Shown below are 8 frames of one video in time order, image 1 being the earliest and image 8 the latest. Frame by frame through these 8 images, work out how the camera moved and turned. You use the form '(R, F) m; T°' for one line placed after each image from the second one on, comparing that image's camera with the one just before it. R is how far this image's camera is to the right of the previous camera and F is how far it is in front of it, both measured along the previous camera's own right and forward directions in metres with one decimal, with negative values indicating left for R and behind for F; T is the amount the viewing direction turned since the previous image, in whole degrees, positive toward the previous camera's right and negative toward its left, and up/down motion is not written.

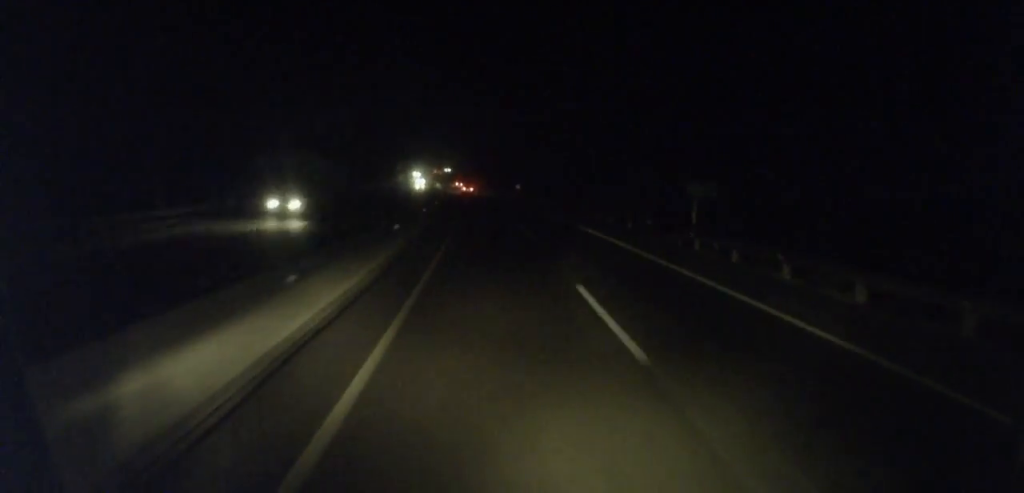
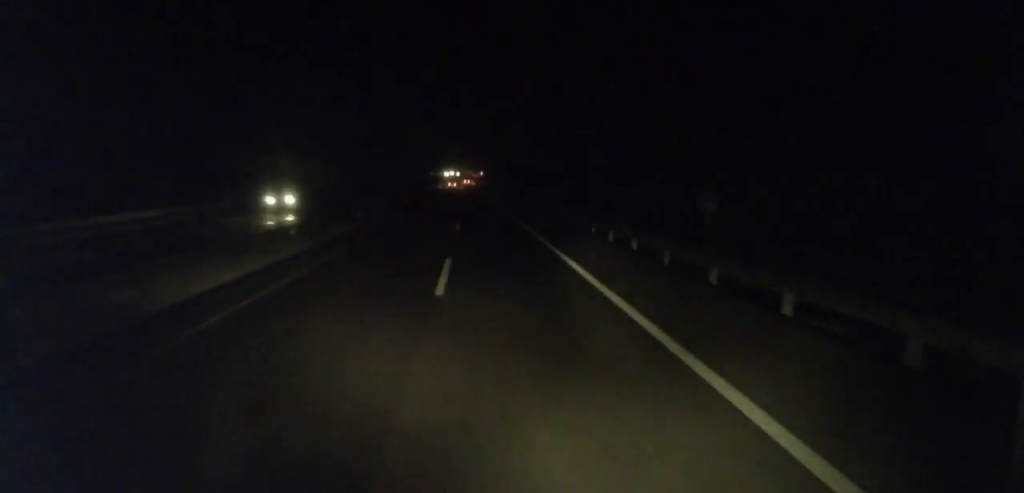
(-2.6, +97.2) m; -1°
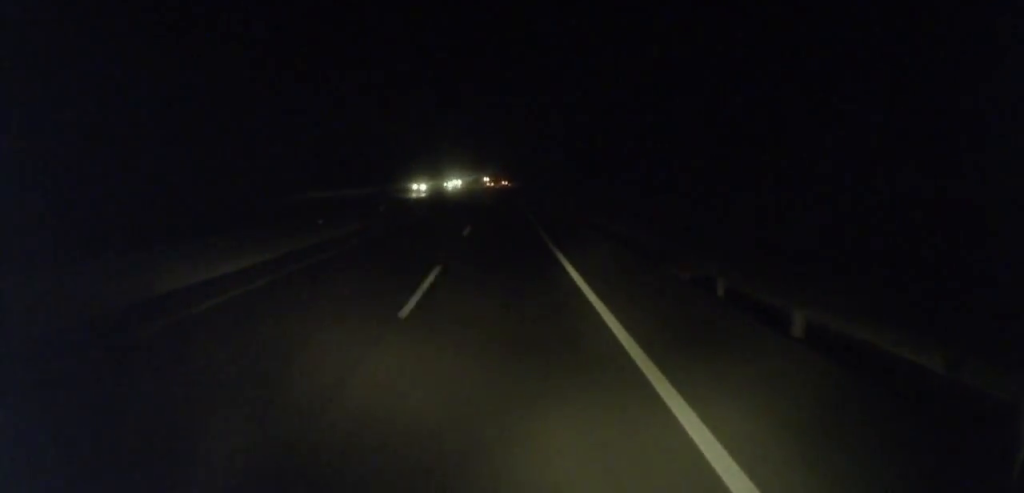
(+0.2, +103.0) m; -2°
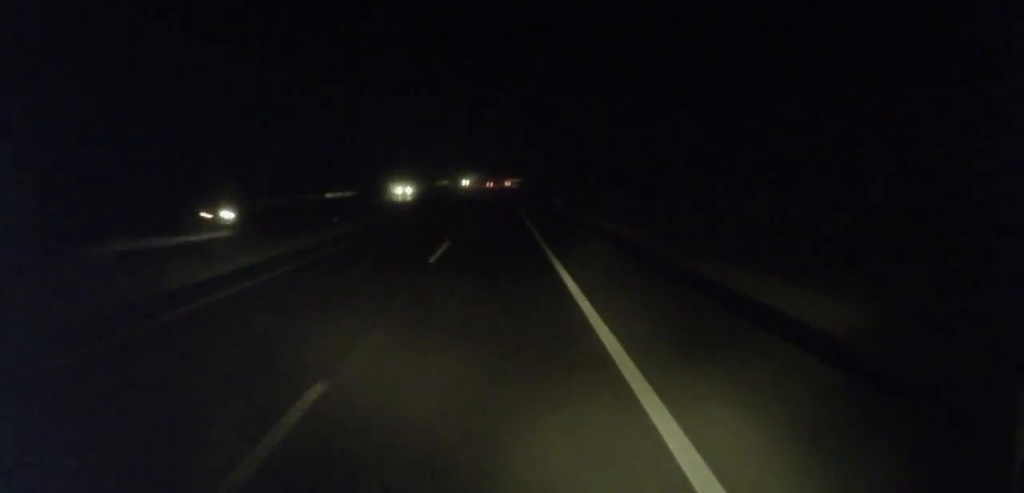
(-0.8, +43.5) m; -1°
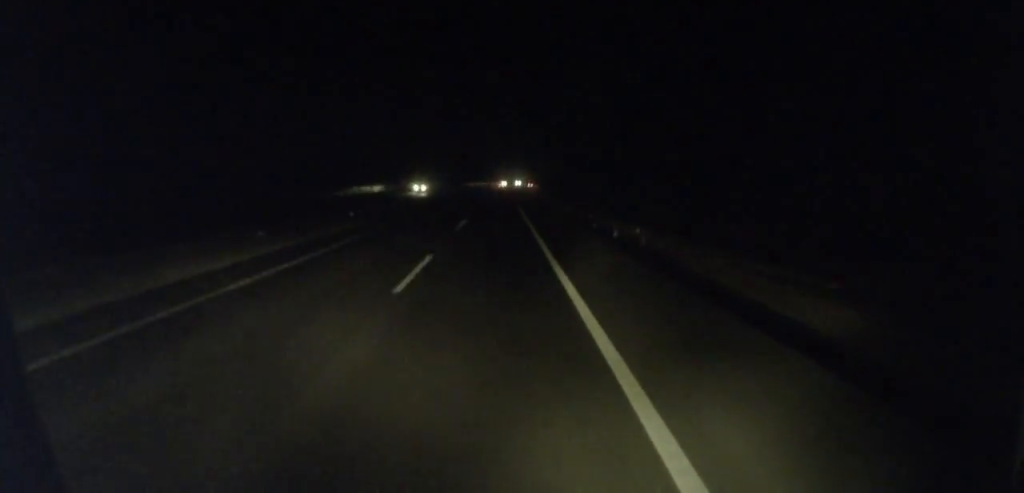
(-0.8, +55.7) m; 0°
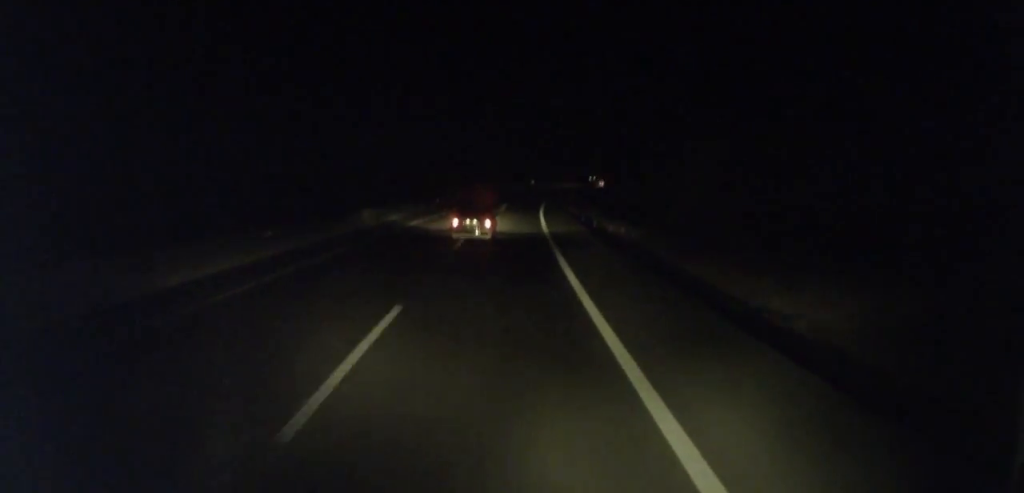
(+1.5, +141.9) m; +3°
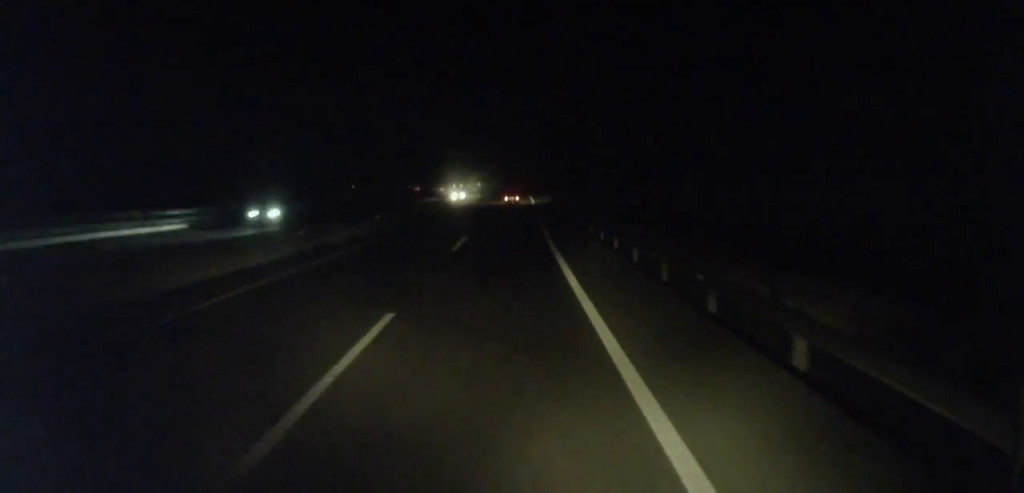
(+25.2, +213.3) m; +14°
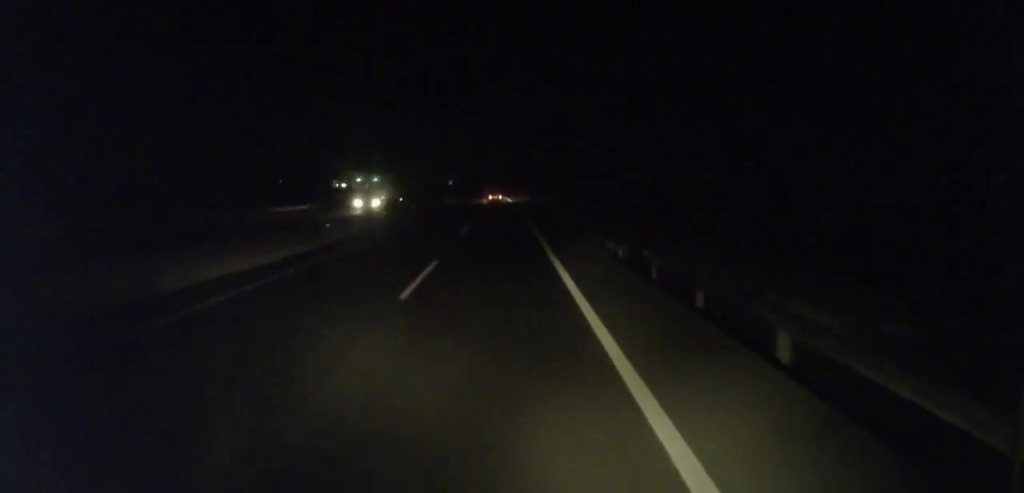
(+2.4, +41.8) m; +1°
